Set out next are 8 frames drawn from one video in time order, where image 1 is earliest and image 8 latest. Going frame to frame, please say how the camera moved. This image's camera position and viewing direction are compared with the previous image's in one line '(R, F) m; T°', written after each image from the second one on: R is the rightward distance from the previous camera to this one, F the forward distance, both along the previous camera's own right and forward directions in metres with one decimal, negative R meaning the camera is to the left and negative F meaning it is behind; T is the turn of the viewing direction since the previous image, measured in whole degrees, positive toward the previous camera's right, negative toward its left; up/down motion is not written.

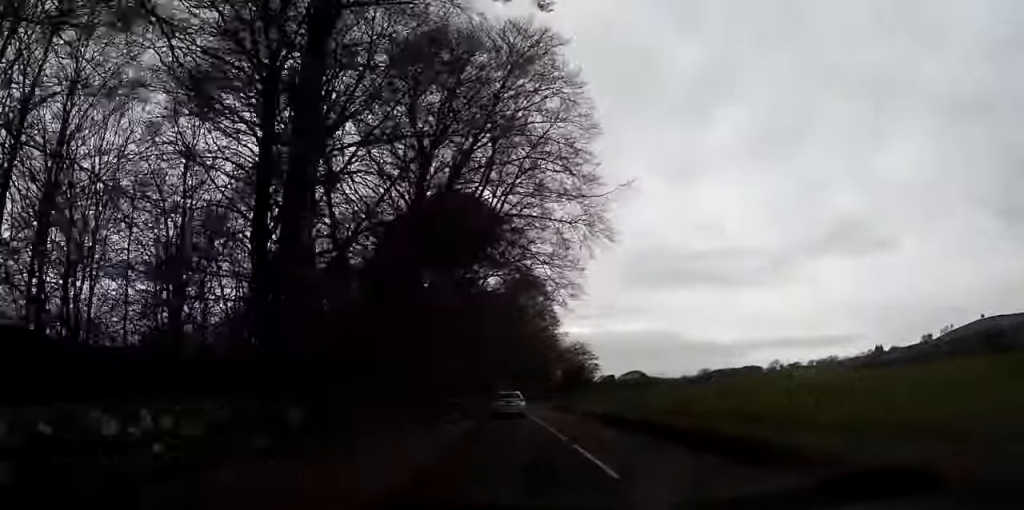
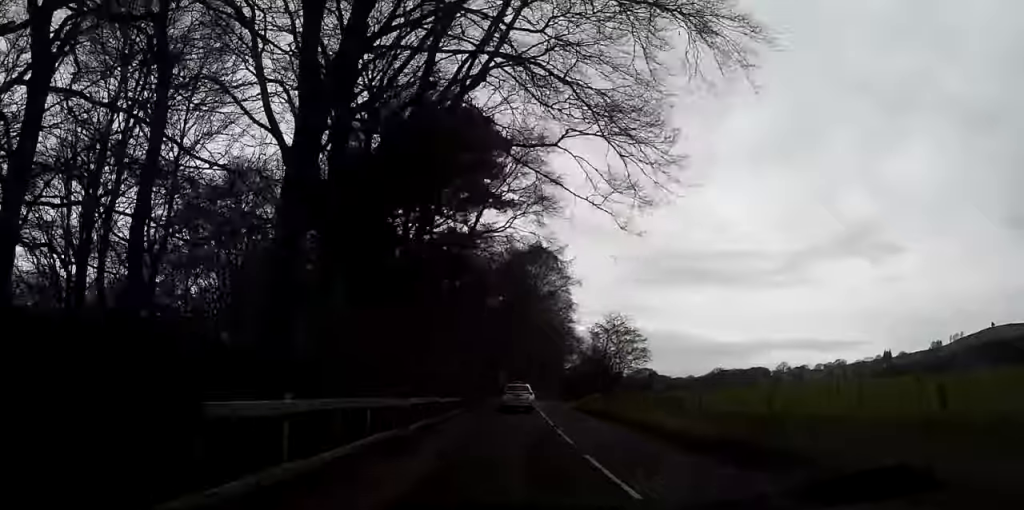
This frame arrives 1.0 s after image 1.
(-0.4, +20.2) m; -1°
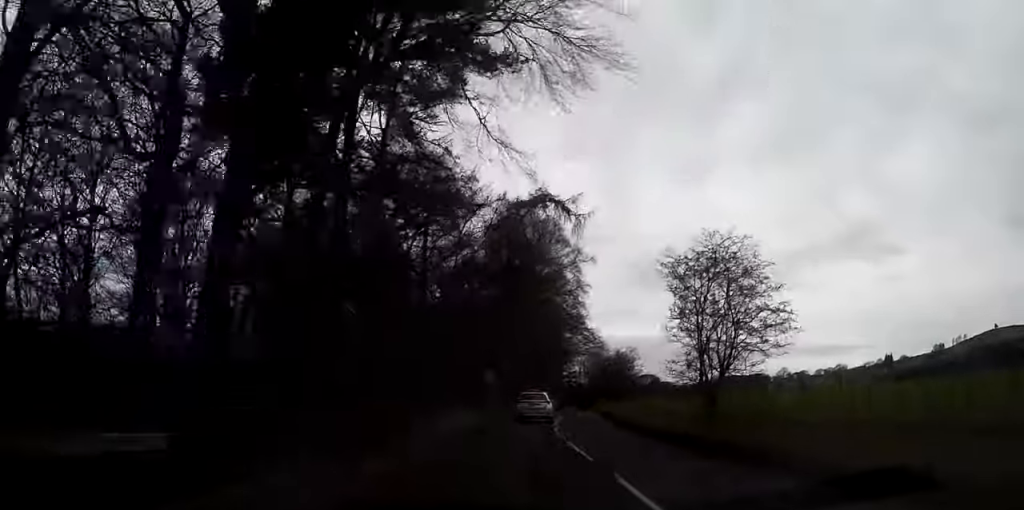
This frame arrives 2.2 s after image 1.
(0.0, +22.1) m; +1°
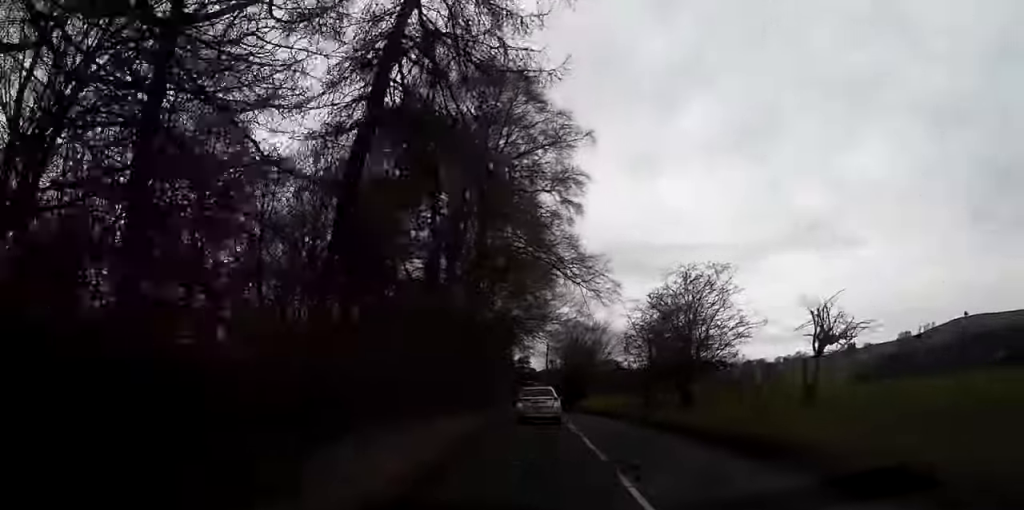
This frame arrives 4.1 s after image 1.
(+1.0, +36.4) m; +3°
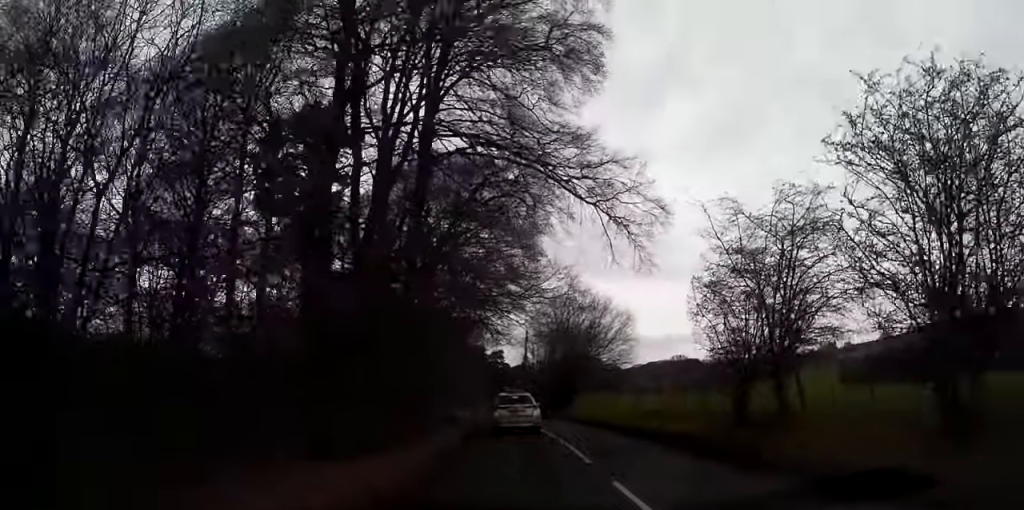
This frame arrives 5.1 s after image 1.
(+0.3, +17.5) m; +2°
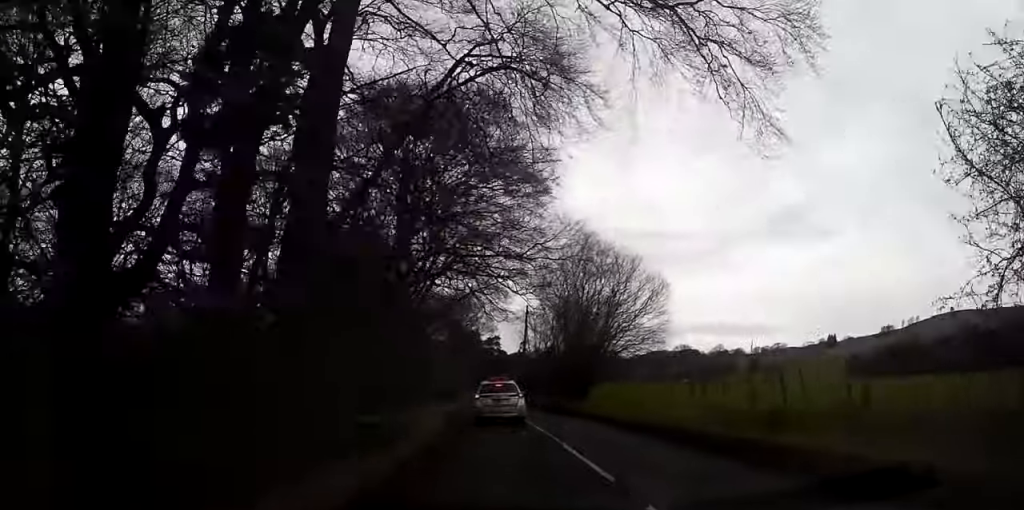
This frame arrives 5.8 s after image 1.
(+0.2, +12.3) m; +1°
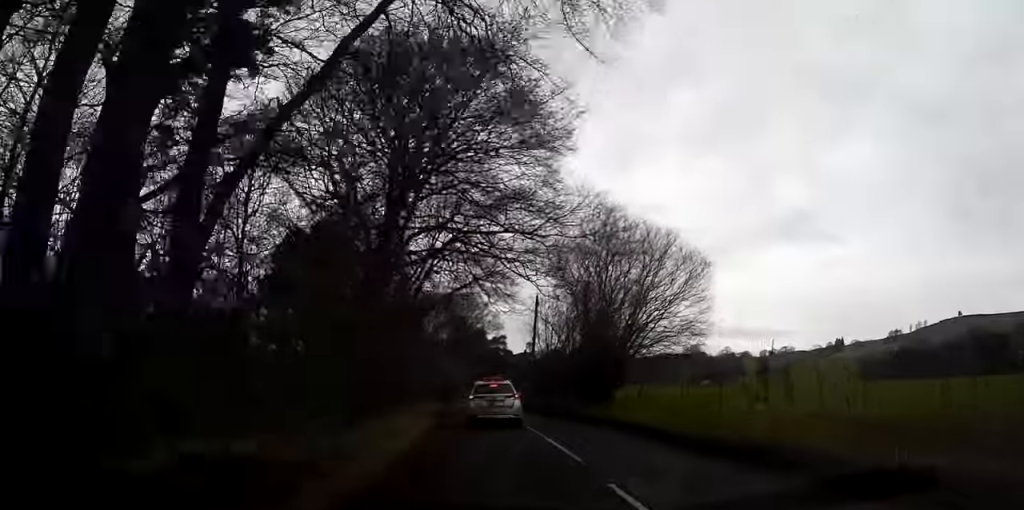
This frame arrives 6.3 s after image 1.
(+0.1, +6.8) m; 0°
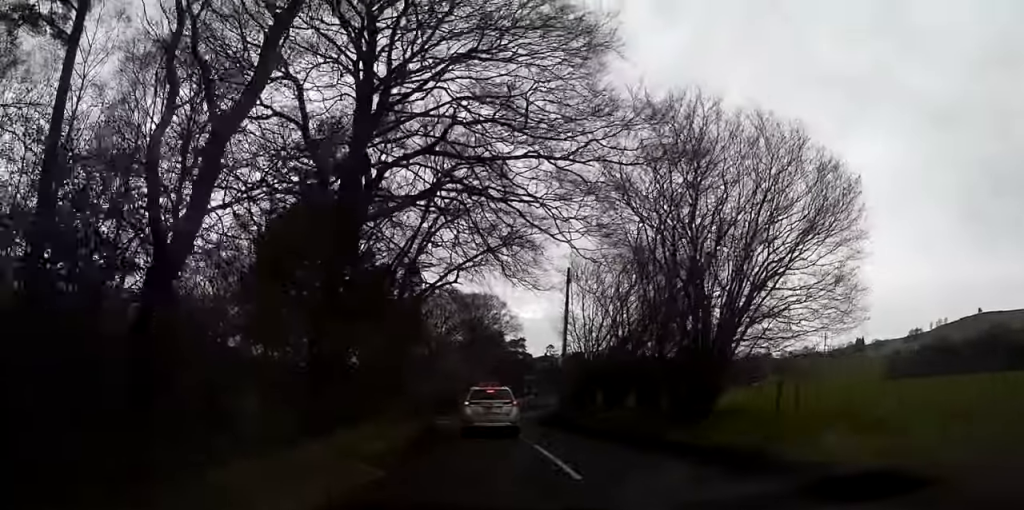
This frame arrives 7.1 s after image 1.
(+0.1, +13.5) m; 0°
